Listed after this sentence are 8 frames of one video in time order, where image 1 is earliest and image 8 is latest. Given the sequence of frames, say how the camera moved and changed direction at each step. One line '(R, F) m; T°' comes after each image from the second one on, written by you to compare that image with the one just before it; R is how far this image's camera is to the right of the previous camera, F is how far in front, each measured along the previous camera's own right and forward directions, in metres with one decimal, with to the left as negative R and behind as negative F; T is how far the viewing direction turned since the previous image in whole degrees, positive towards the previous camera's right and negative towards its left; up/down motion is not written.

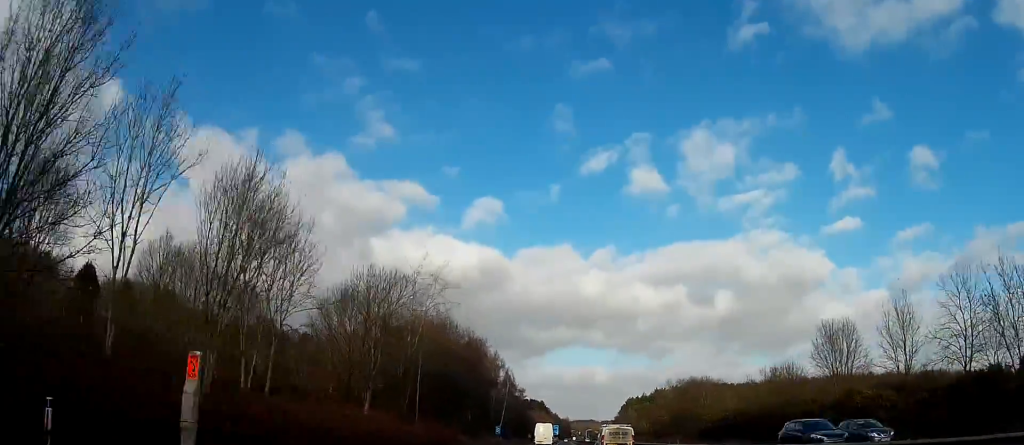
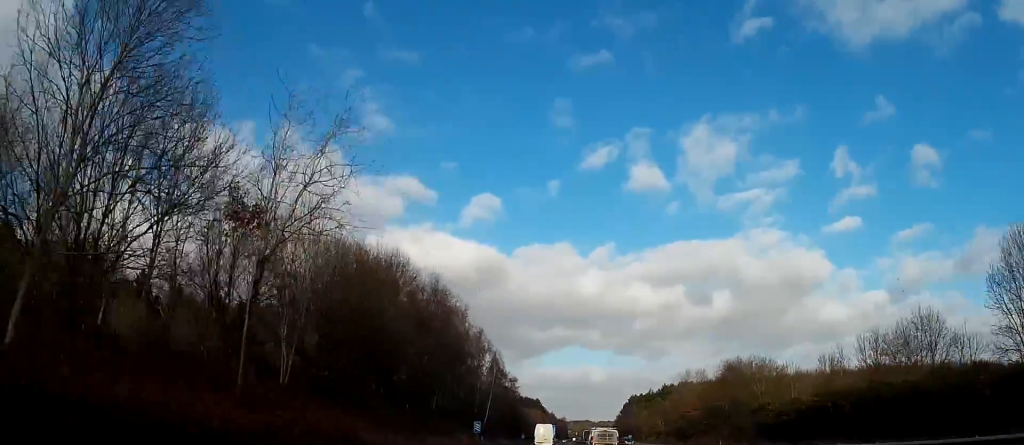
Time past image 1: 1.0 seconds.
(+0.1, +27.0) m; 0°
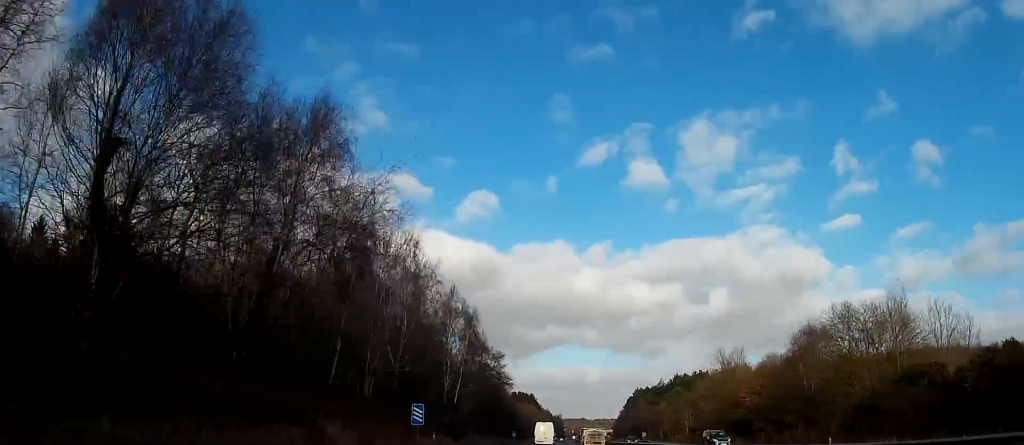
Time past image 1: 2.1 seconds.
(+0.1, +31.9) m; 0°
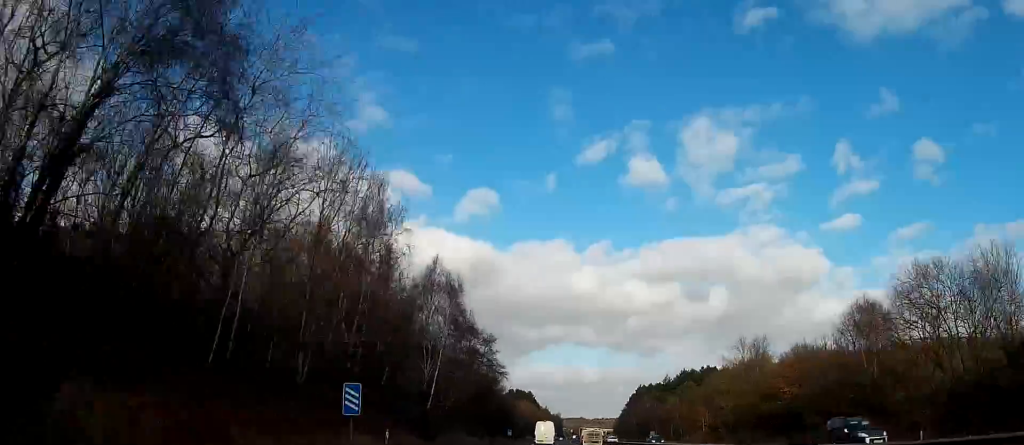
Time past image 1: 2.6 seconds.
(0.0, +13.2) m; 0°
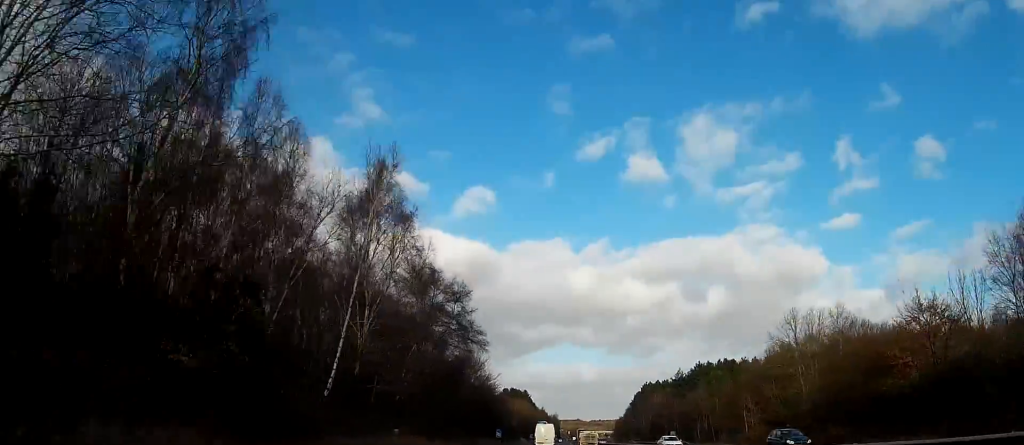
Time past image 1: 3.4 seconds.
(0.0, +24.5) m; +1°
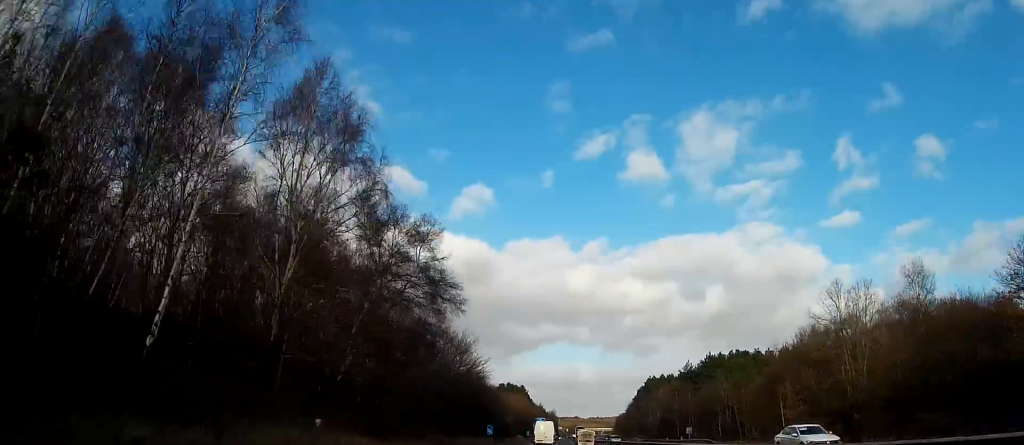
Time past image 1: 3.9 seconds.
(+0.2, +13.8) m; +1°
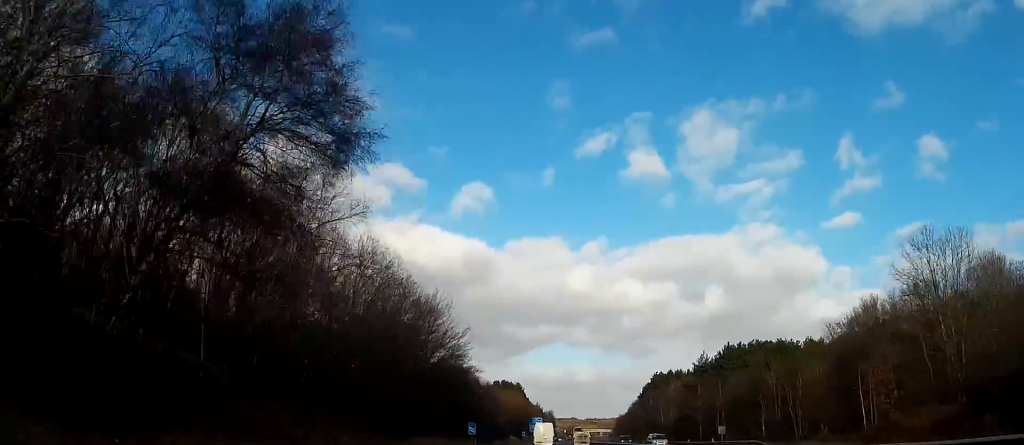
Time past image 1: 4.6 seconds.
(+0.2, +19.3) m; +1°
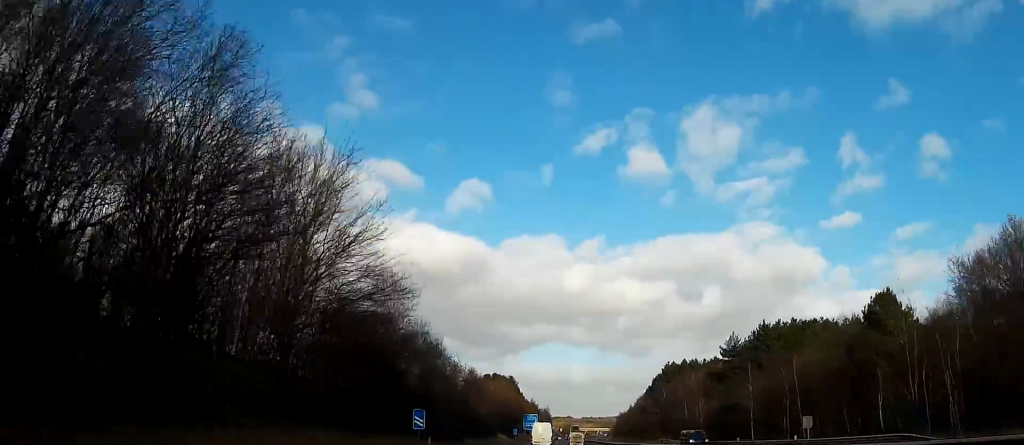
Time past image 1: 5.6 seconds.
(+0.1, +27.4) m; 0°
